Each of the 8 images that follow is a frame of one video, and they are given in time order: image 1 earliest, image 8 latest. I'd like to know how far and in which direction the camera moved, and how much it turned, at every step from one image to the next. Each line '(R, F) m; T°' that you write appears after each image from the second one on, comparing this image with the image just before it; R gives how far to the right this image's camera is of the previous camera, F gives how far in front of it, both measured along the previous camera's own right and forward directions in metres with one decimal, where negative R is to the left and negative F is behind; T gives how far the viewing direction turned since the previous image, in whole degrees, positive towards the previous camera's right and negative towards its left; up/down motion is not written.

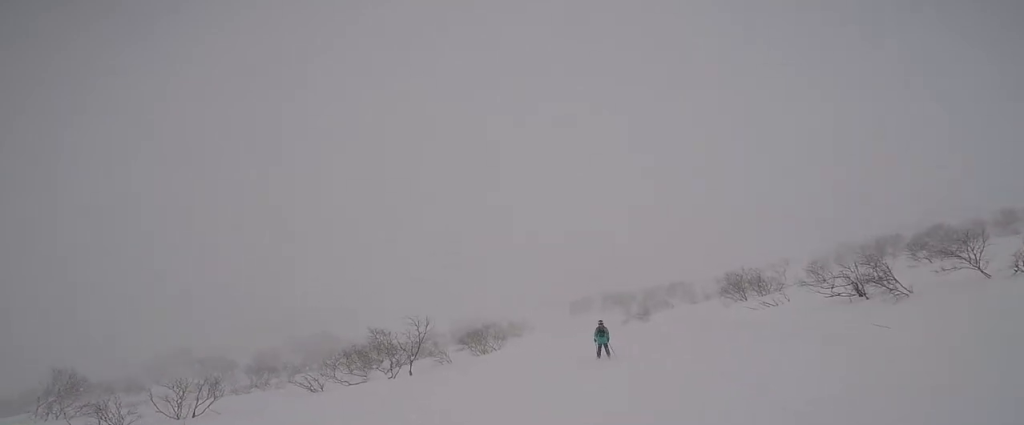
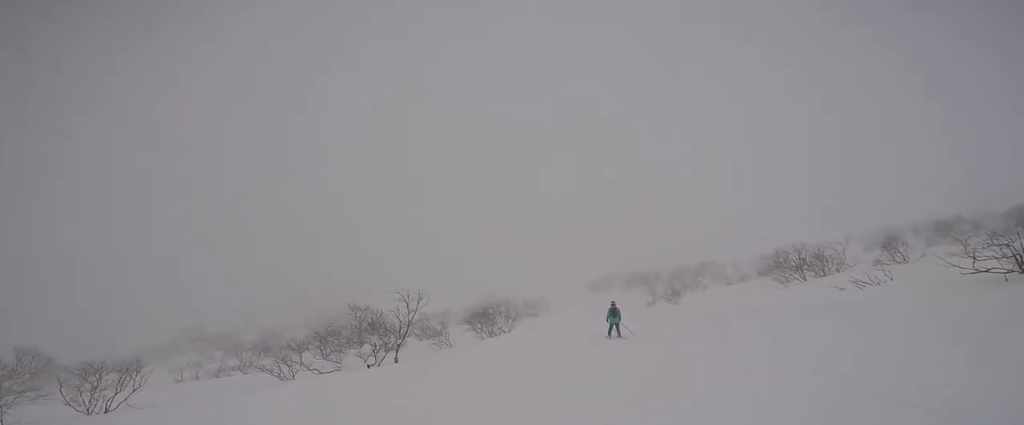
(0.0, +3.7) m; +4°
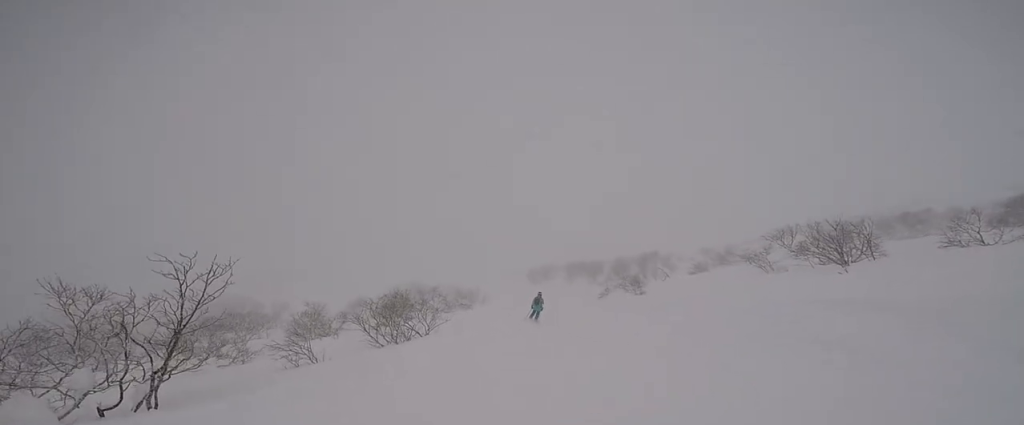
(+0.7, +7.1) m; +5°
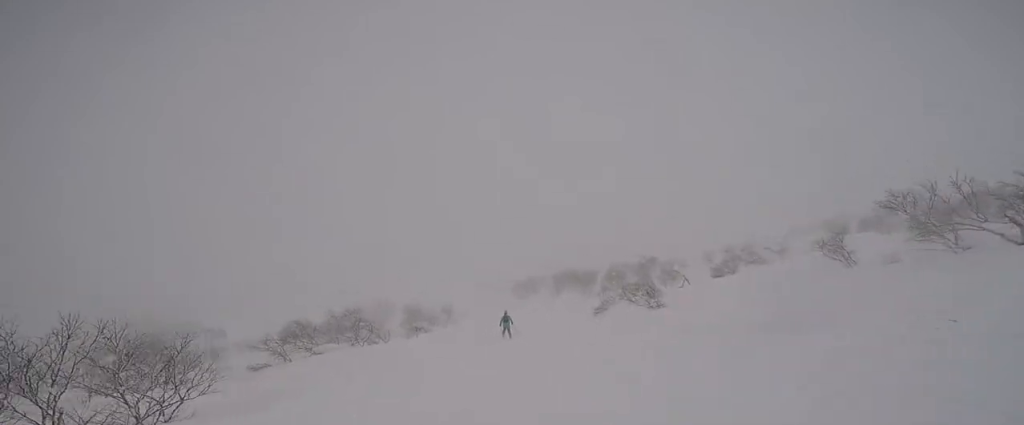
(-0.7, +9.1) m; -6°
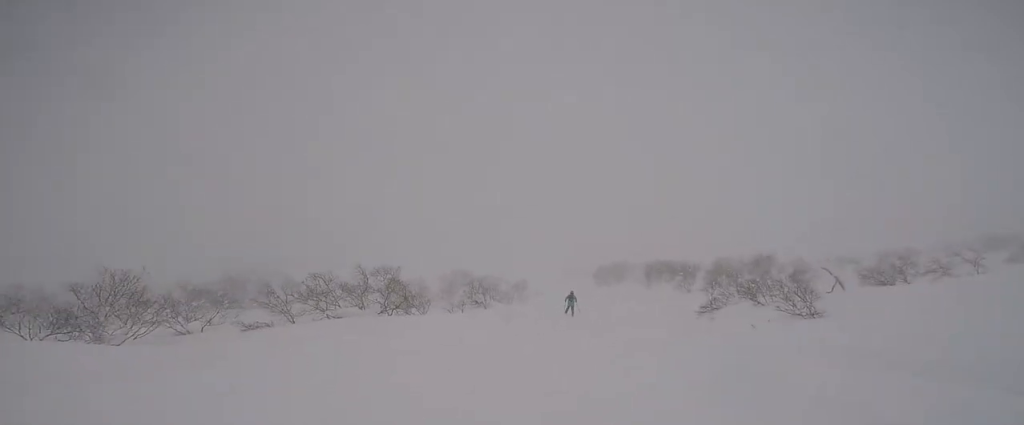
(+0.2, +5.4) m; 0°
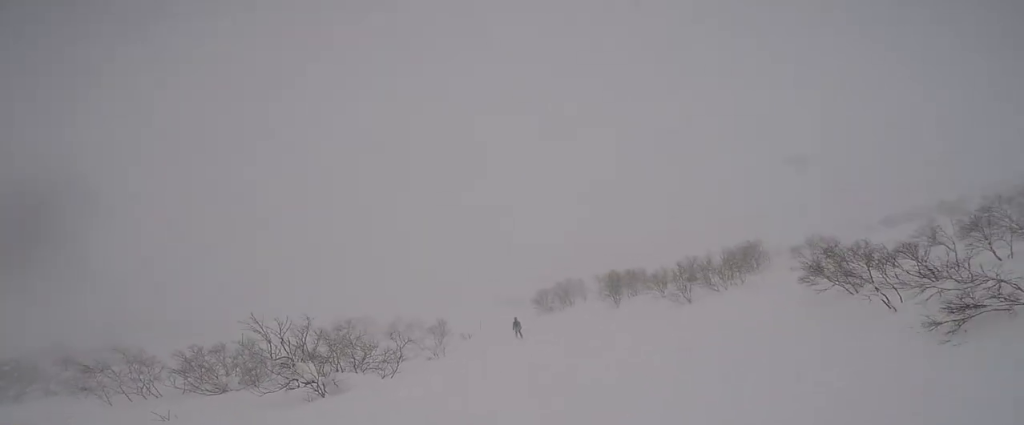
(+1.2, +15.2) m; +7°
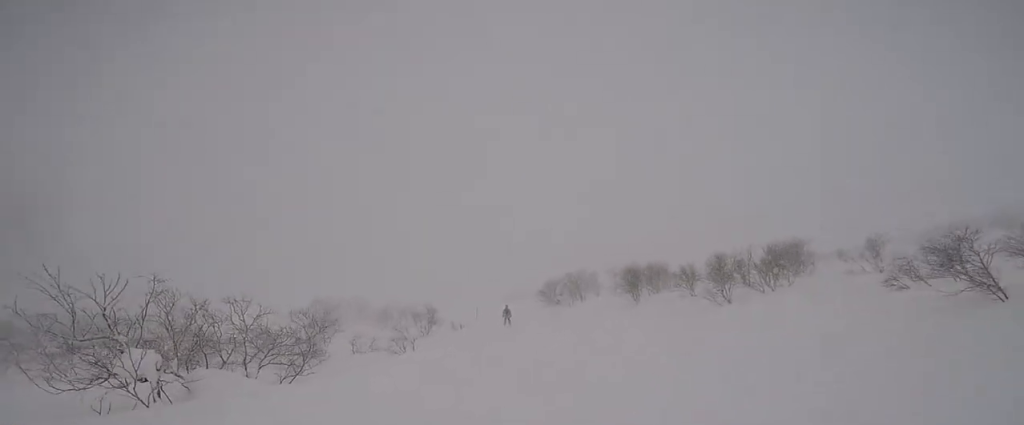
(+0.4, +4.5) m; -1°
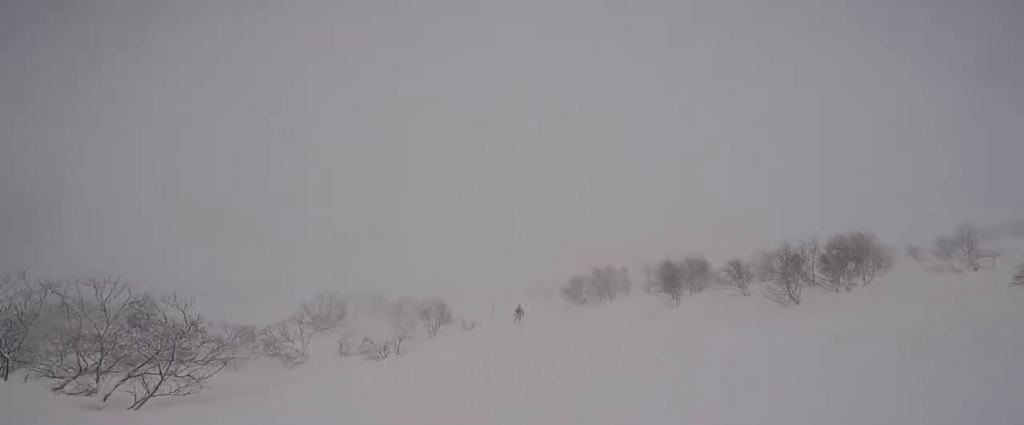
(-0.4, +3.3) m; -3°
